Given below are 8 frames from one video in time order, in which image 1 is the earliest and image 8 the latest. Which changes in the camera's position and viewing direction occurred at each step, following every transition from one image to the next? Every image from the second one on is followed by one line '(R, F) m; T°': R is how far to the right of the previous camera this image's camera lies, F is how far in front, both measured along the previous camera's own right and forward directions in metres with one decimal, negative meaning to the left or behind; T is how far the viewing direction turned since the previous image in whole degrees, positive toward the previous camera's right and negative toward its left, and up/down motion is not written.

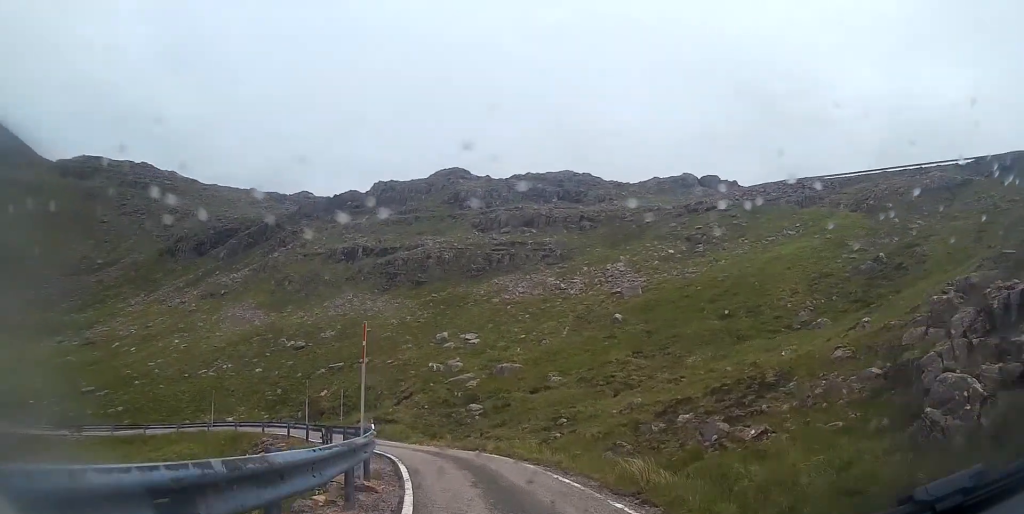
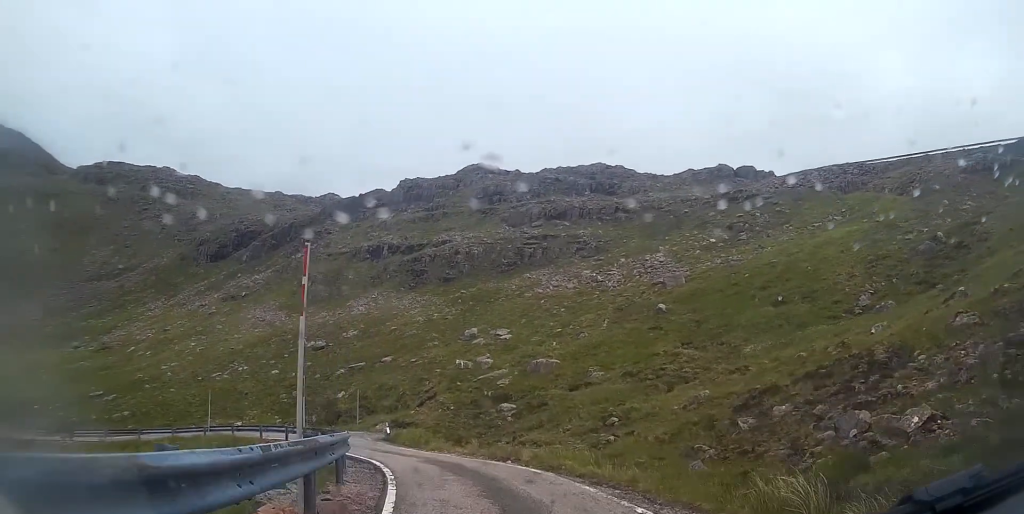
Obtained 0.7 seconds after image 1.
(-0.1, +4.6) m; -3°
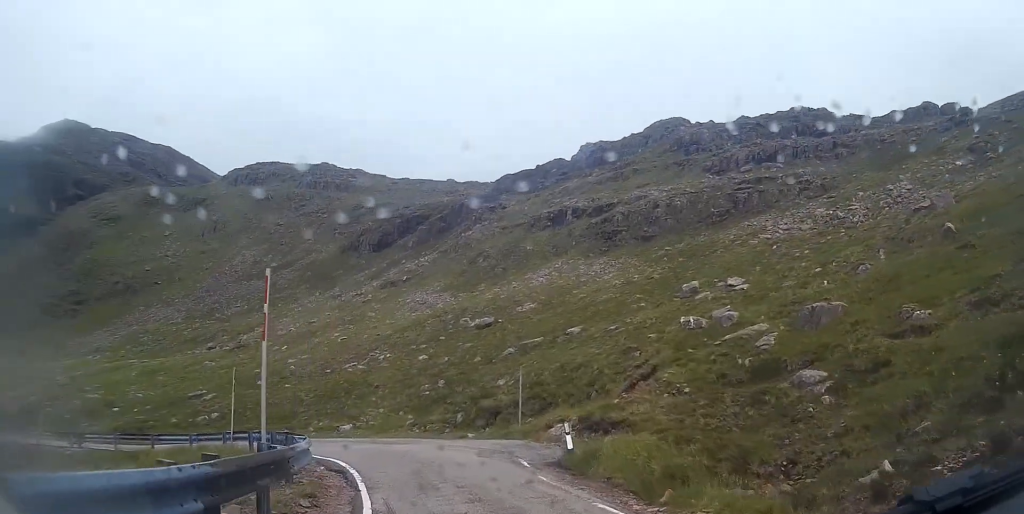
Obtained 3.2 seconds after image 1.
(-3.1, +16.2) m; -19°
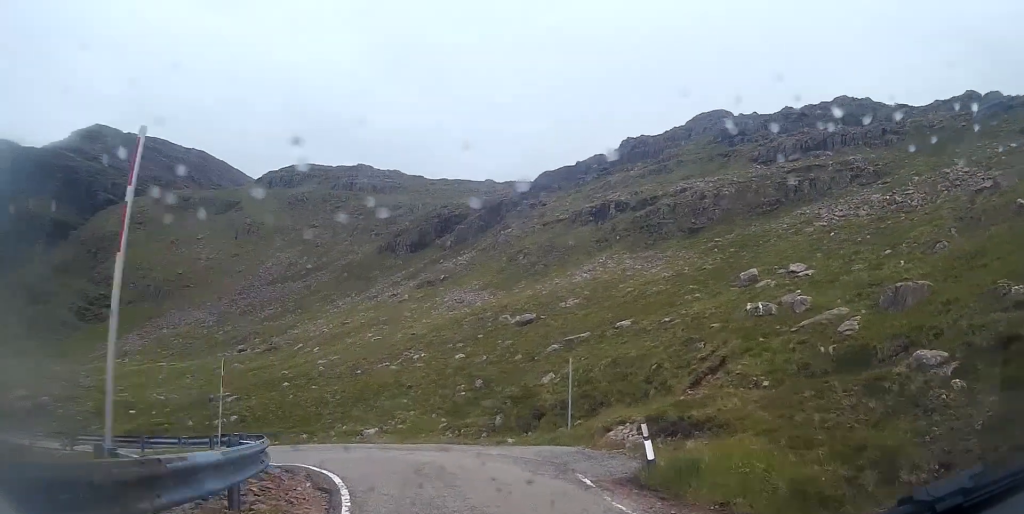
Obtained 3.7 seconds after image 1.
(+0.3, +3.4) m; -3°
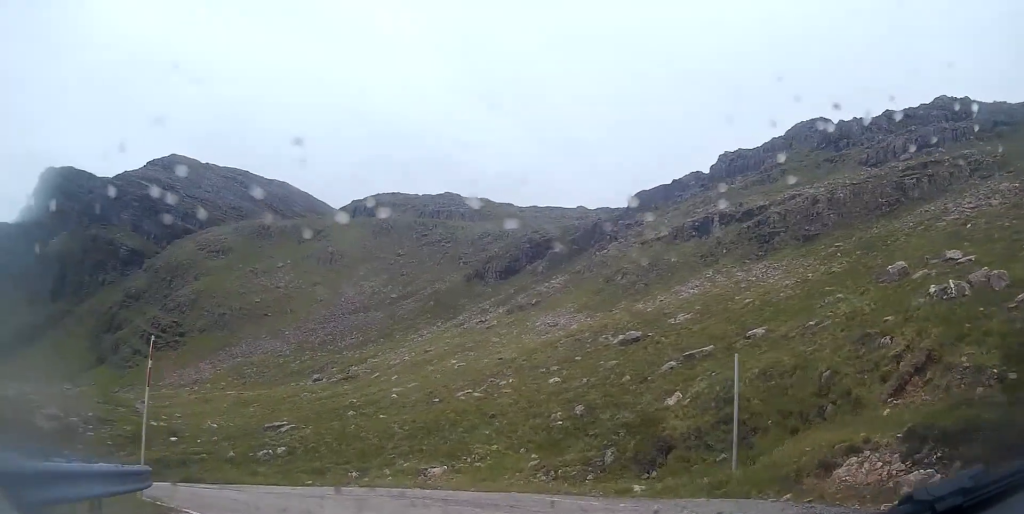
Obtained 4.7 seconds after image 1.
(-1.0, +6.8) m; -12°
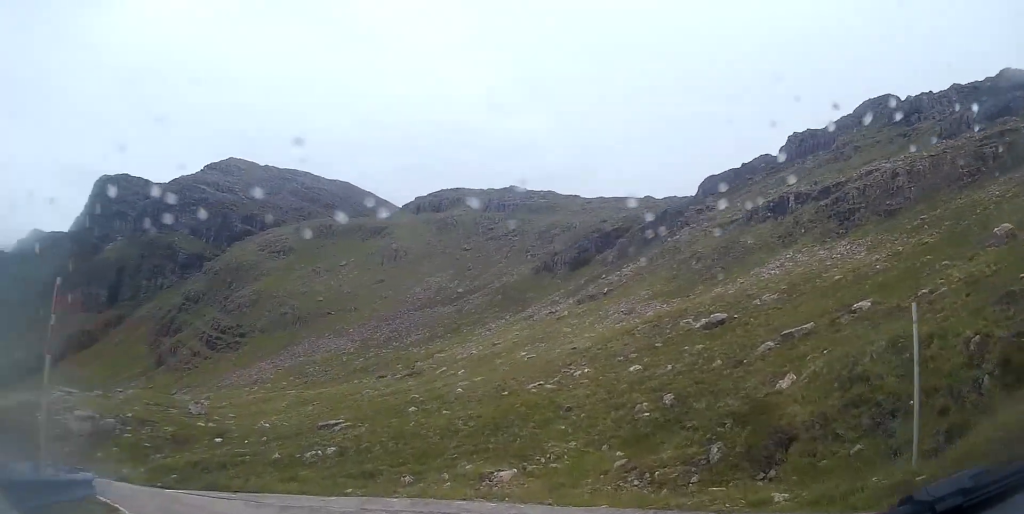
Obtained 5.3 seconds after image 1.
(-0.2, +3.7) m; -9°
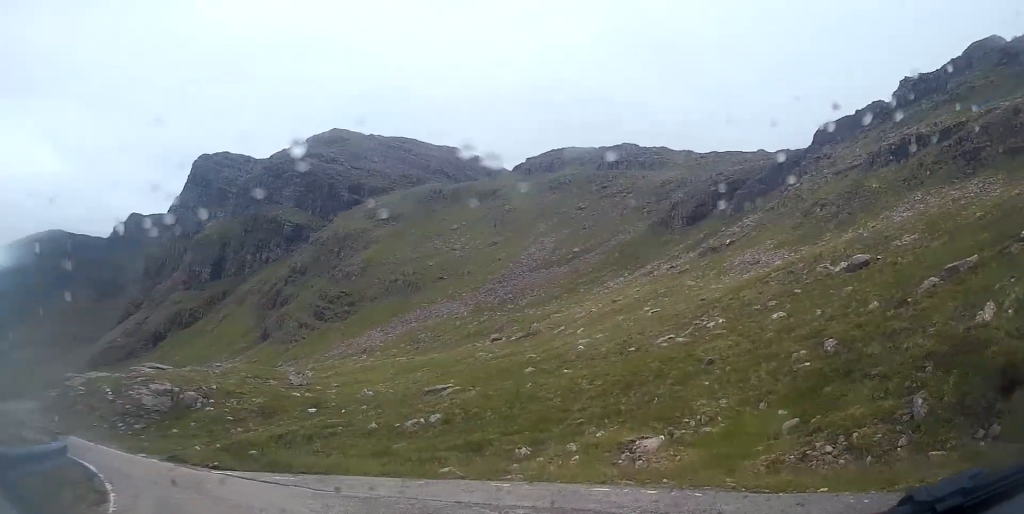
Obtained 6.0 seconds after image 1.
(-0.4, +4.3) m; -12°
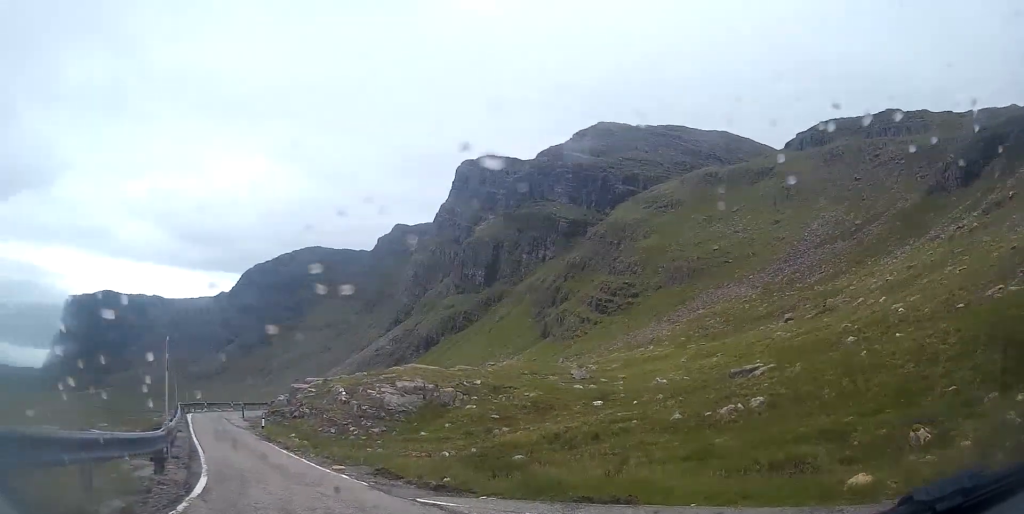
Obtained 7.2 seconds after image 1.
(-1.4, +7.0) m; -20°
